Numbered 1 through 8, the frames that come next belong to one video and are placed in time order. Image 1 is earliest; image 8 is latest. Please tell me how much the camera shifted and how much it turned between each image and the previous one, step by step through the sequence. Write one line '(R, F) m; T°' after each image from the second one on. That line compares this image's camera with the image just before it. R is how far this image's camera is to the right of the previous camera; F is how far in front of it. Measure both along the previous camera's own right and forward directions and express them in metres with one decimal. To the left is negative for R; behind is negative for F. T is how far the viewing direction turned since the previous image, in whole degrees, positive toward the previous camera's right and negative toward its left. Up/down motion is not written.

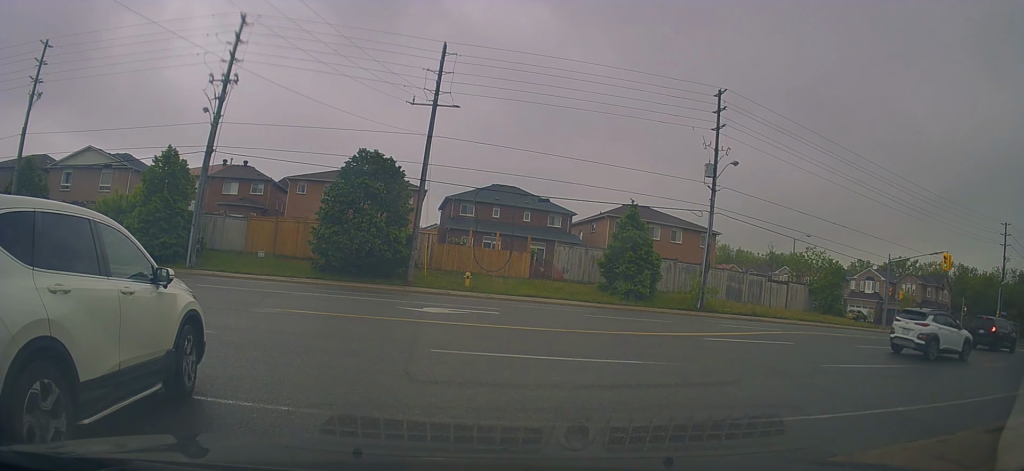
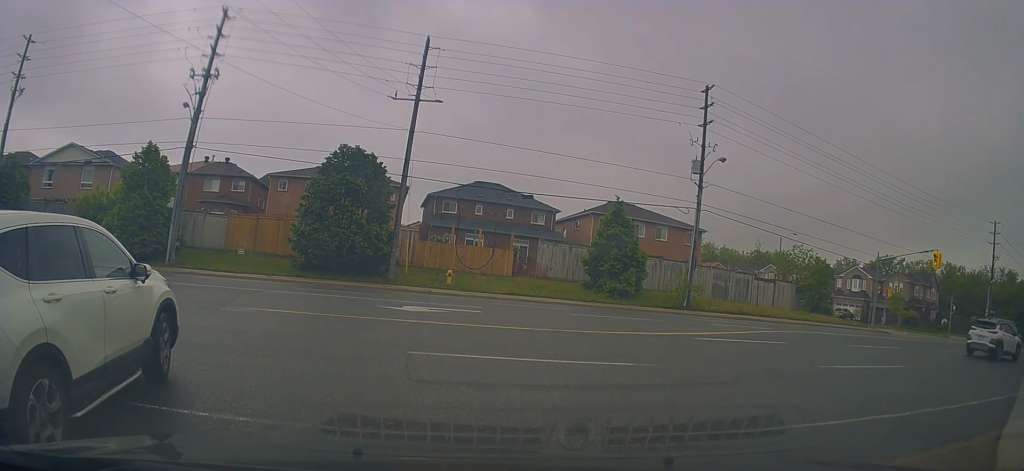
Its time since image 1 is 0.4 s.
(0.0, +0.6) m; +2°
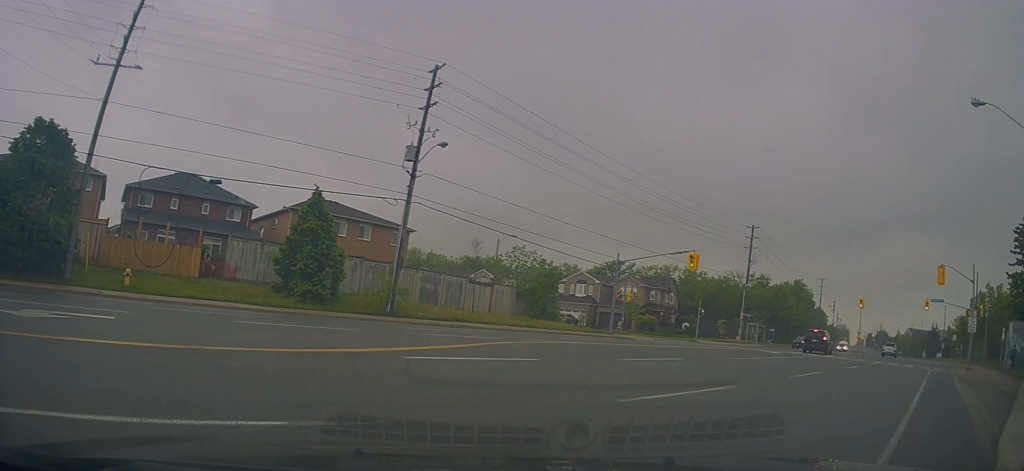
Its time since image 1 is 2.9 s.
(+1.2, +4.4) m; +39°
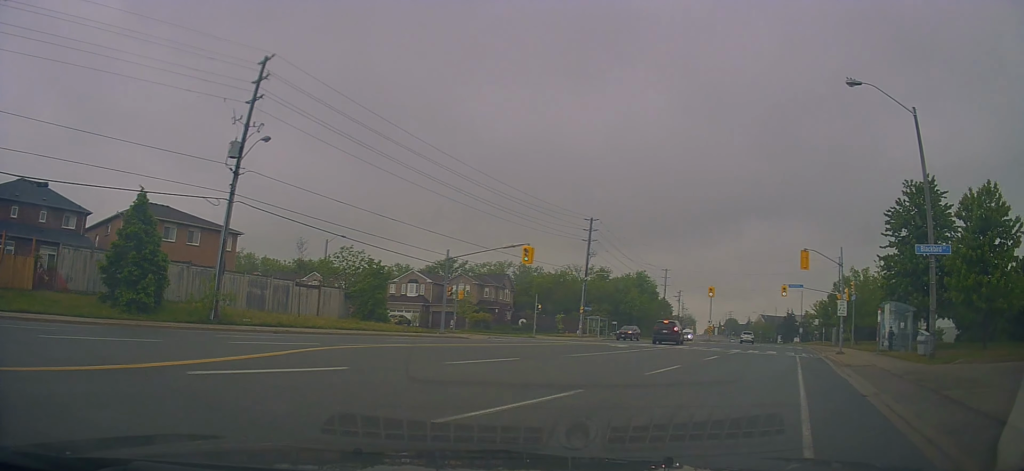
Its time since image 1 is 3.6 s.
(-0.2, +1.5) m; +23°
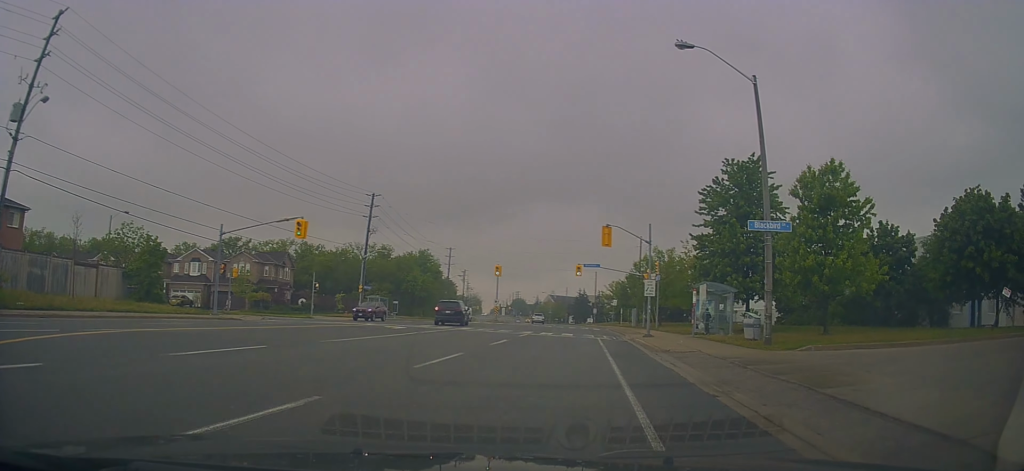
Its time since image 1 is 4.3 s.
(+0.9, +2.2) m; +11°
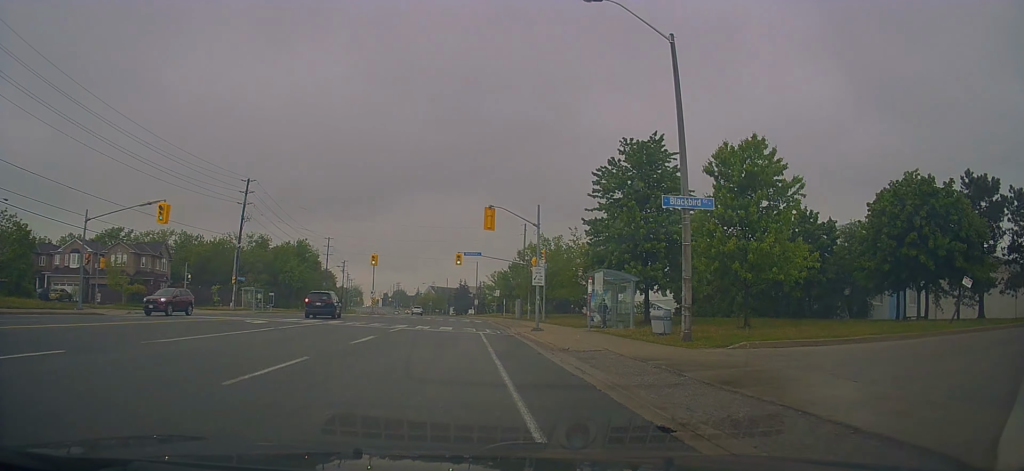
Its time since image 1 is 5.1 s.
(+0.1, +3.1) m; +2°
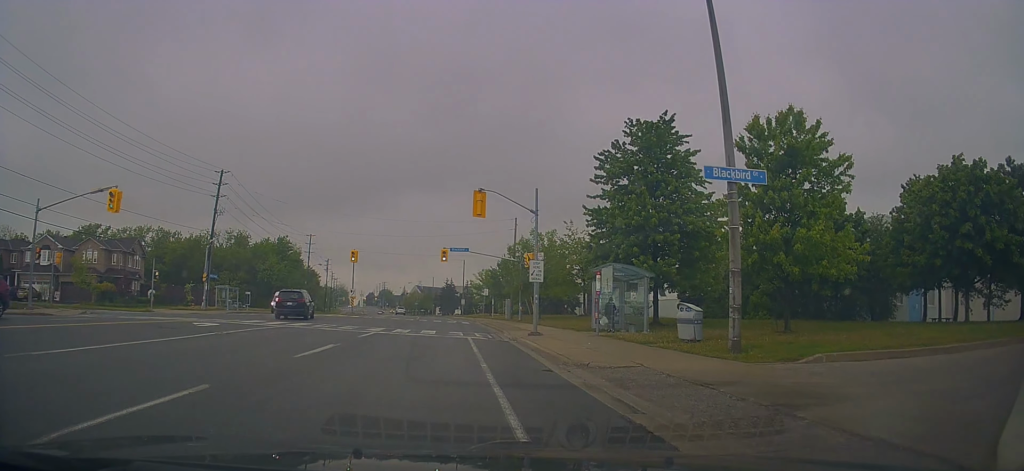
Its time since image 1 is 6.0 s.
(-0.1, +3.7) m; +2°
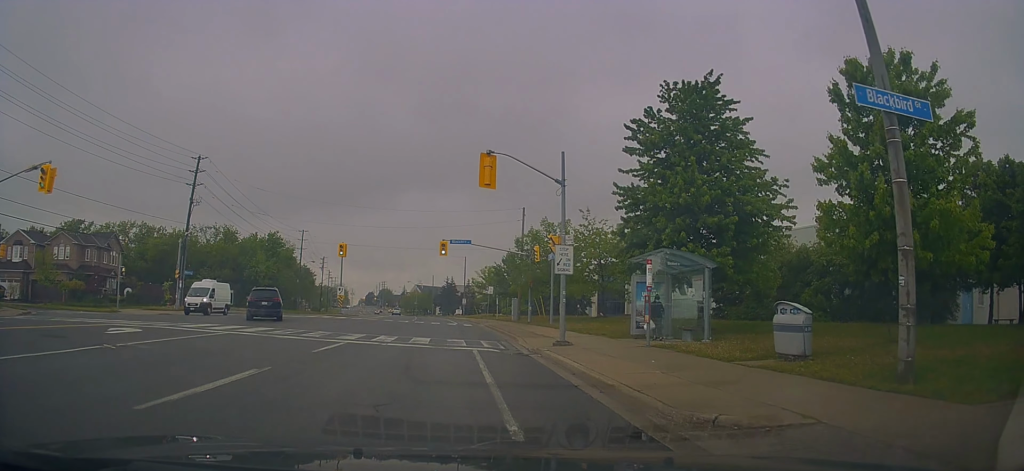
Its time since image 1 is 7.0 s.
(+0.4, +5.5) m; +5°
